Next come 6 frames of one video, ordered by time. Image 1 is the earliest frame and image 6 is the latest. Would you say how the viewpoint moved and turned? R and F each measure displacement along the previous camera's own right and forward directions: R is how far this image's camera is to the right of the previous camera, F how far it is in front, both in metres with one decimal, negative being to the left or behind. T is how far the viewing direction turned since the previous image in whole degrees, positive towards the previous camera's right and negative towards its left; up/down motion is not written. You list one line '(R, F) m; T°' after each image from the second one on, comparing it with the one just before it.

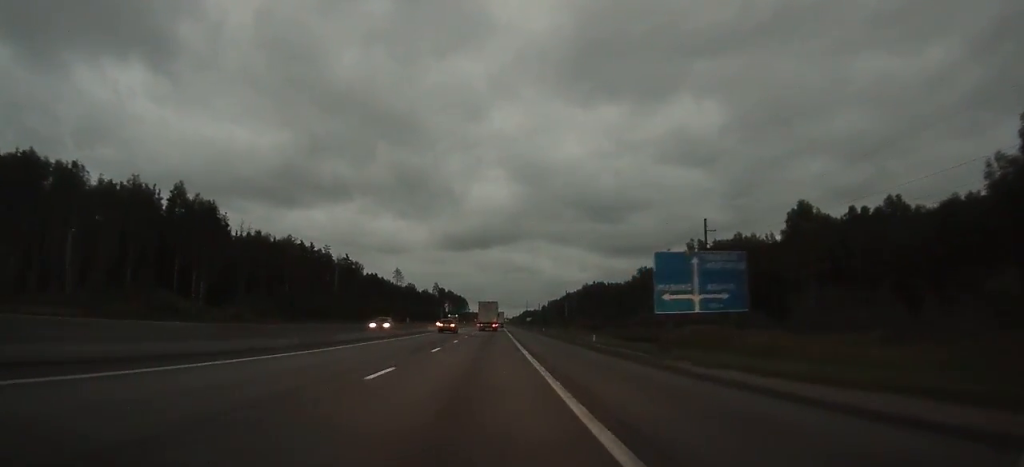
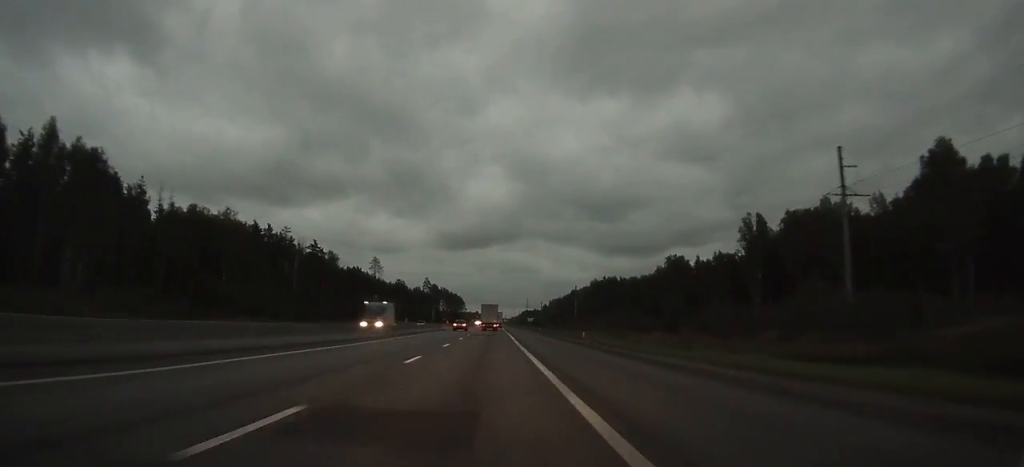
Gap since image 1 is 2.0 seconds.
(+0.1, +41.9) m; 0°
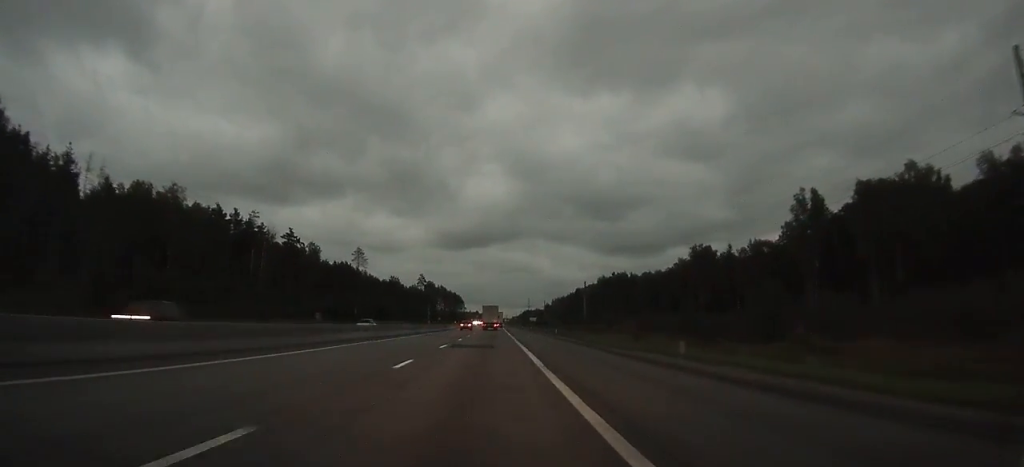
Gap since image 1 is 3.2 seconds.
(0.0, +25.5) m; 0°
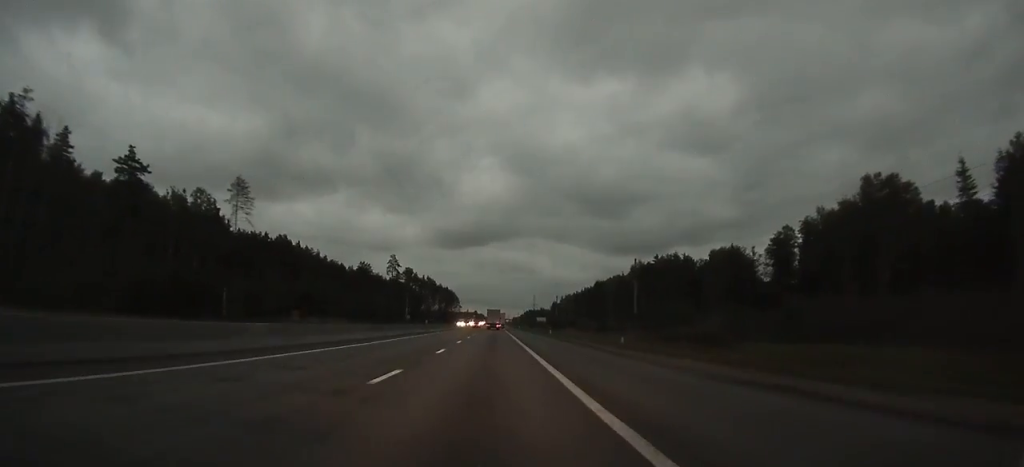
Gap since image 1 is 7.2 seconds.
(-0.1, +87.0) m; 0°
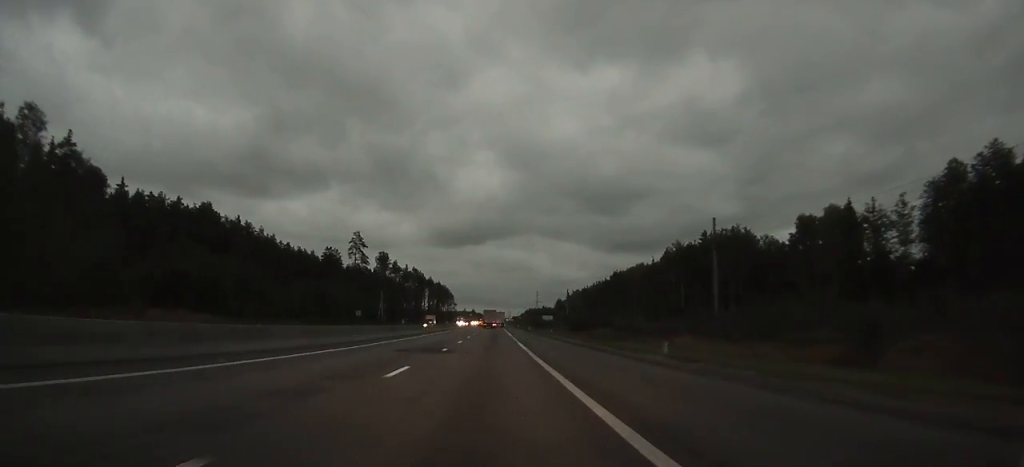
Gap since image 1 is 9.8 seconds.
(+0.1, +57.5) m; 0°
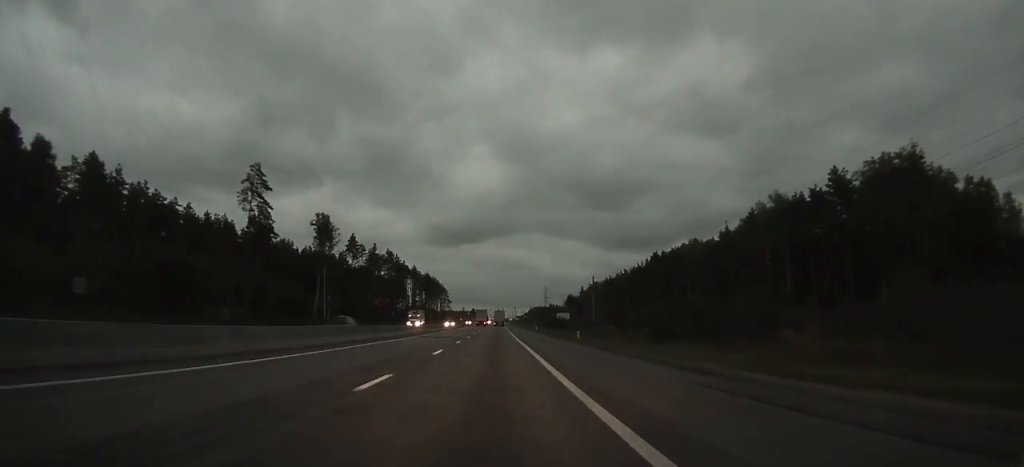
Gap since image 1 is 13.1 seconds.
(+0.2, +74.3) m; 0°
